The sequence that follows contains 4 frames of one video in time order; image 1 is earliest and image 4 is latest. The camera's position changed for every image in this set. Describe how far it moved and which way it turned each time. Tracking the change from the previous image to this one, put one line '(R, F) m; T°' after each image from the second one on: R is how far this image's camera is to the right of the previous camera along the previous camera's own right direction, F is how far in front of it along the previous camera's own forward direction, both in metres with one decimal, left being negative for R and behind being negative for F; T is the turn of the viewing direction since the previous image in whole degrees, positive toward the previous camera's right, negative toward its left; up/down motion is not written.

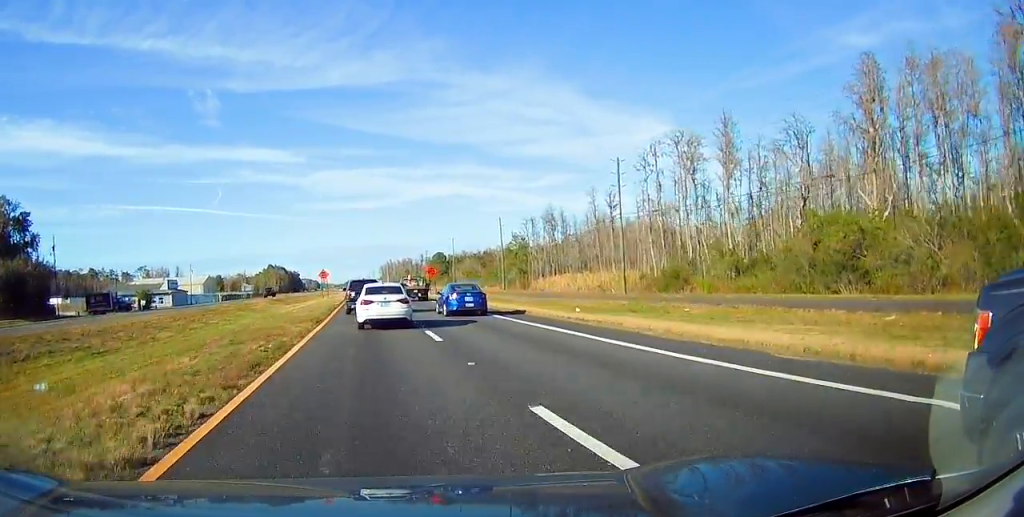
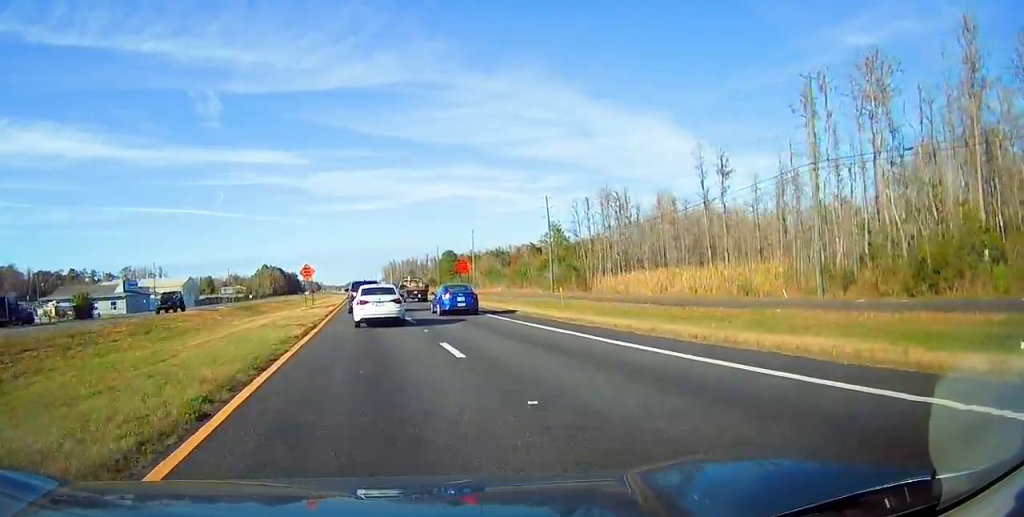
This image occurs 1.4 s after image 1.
(+0.4, +28.9) m; 0°
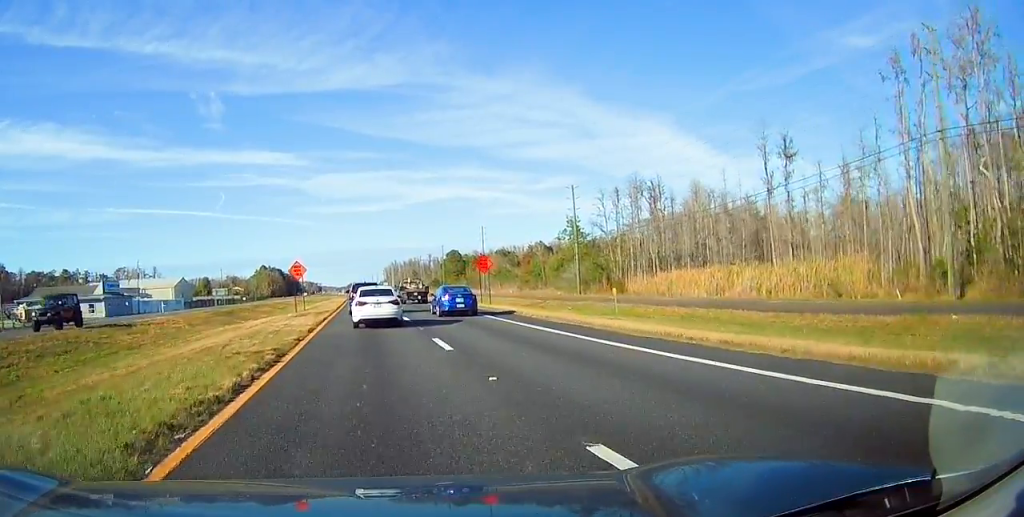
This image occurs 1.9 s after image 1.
(-0.1, +10.4) m; -1°
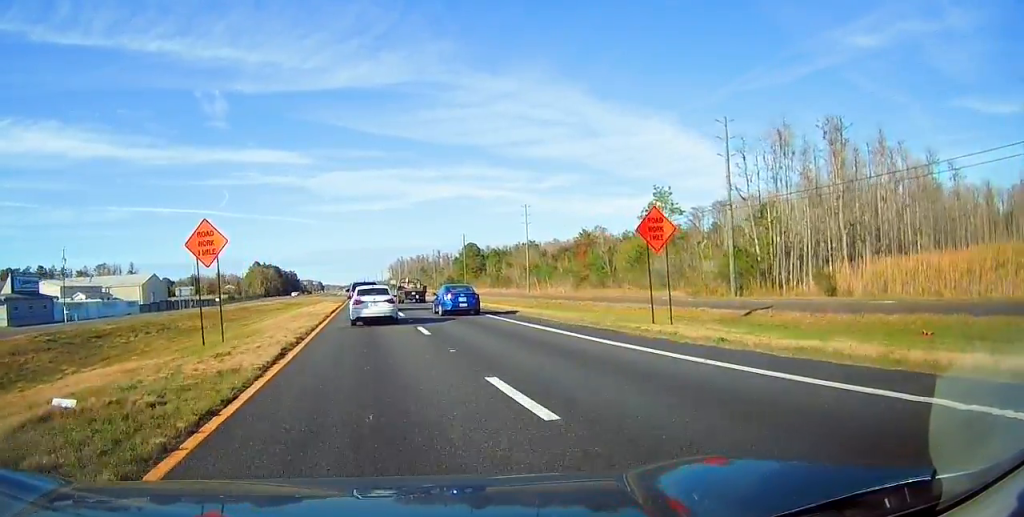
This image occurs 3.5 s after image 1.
(-0.5, +32.8) m; 0°
